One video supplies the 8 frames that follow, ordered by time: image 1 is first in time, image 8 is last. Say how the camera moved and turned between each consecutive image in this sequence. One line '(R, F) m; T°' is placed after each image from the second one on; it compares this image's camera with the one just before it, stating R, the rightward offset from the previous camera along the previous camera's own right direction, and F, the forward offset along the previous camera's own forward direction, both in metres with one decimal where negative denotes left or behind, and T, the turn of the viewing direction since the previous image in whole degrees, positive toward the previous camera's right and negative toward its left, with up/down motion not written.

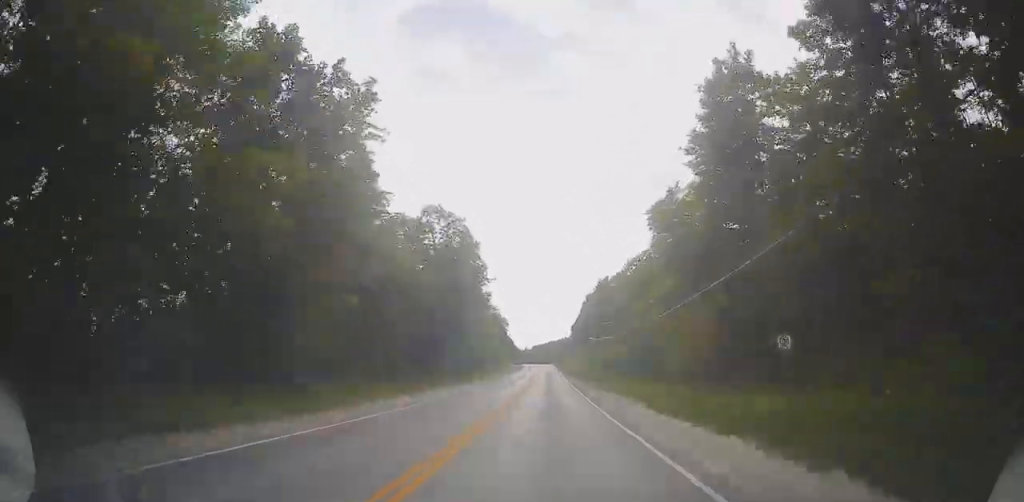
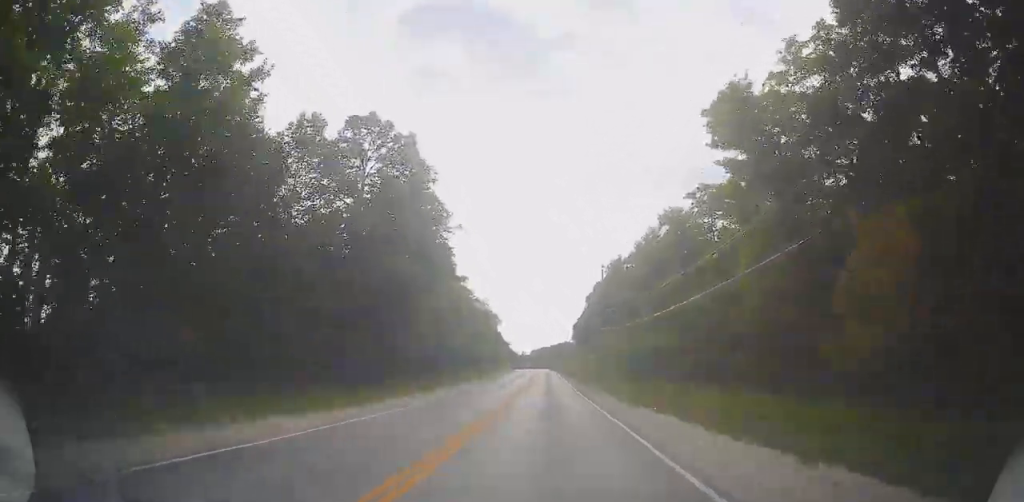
(0.0, +21.3) m; 0°
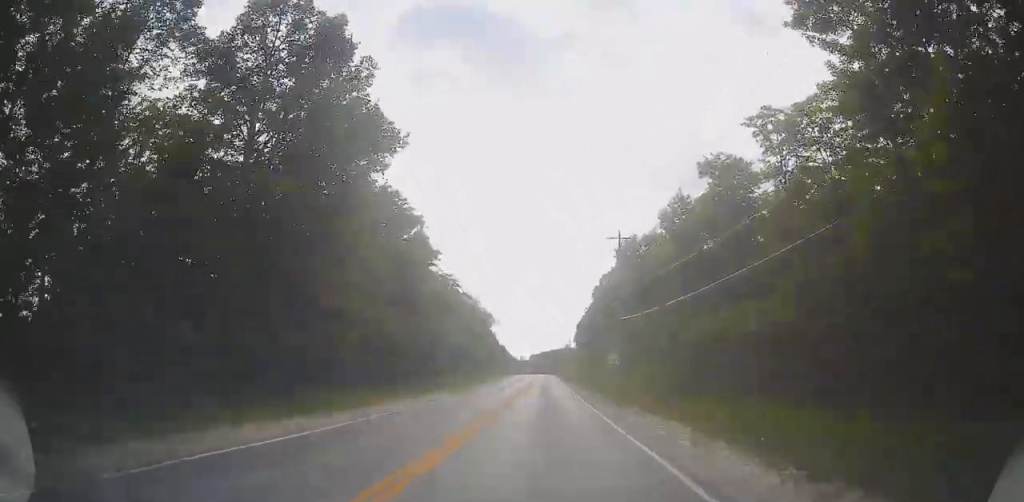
(0.0, +14.2) m; +1°
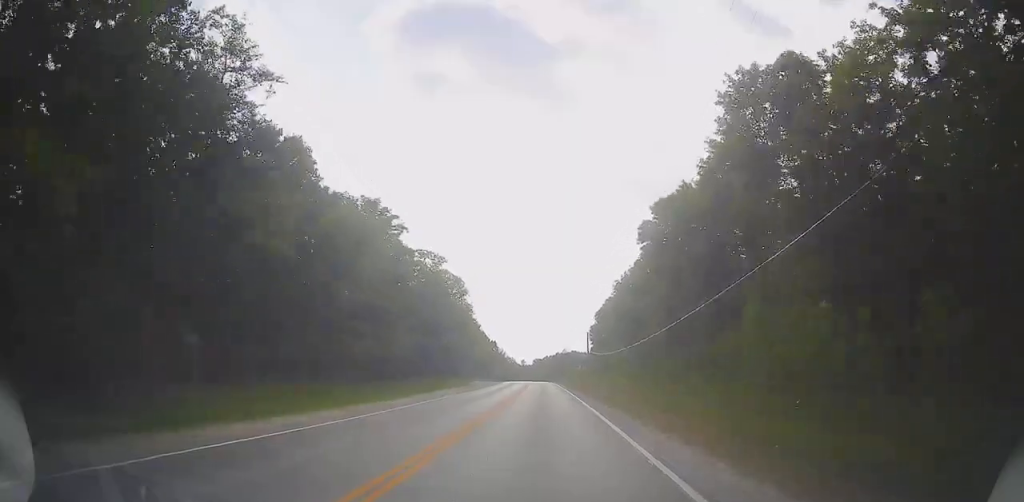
(+0.9, +40.8) m; +2°
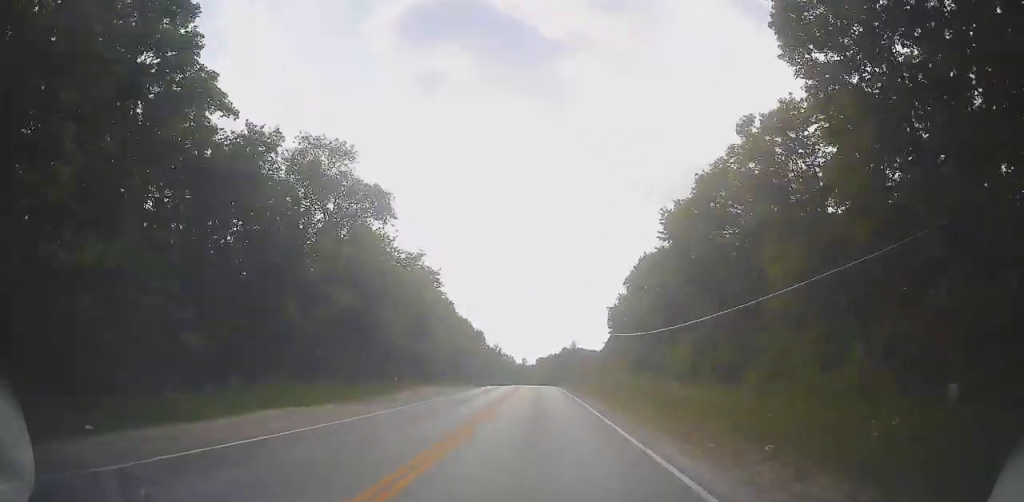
(+0.1, +32.0) m; -1°
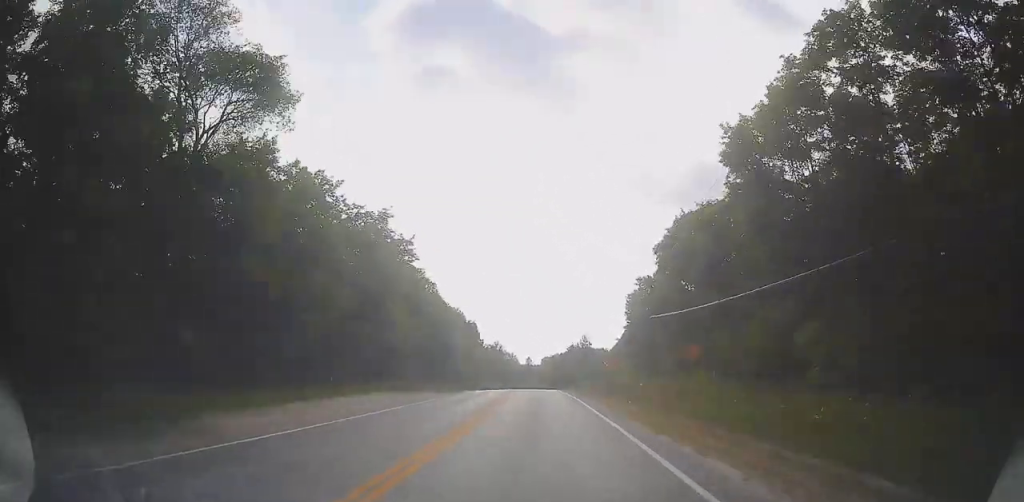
(-0.3, +15.1) m; -2°
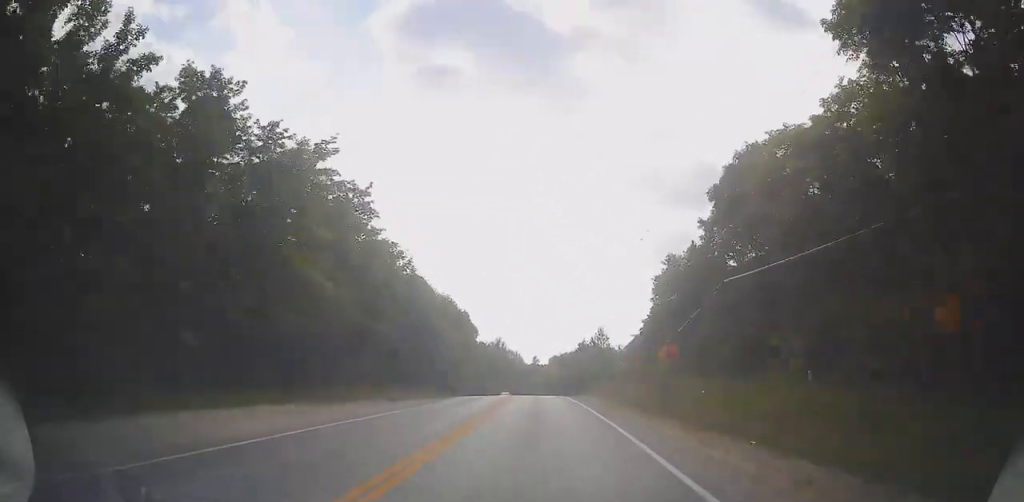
(-0.1, +14.2) m; 0°
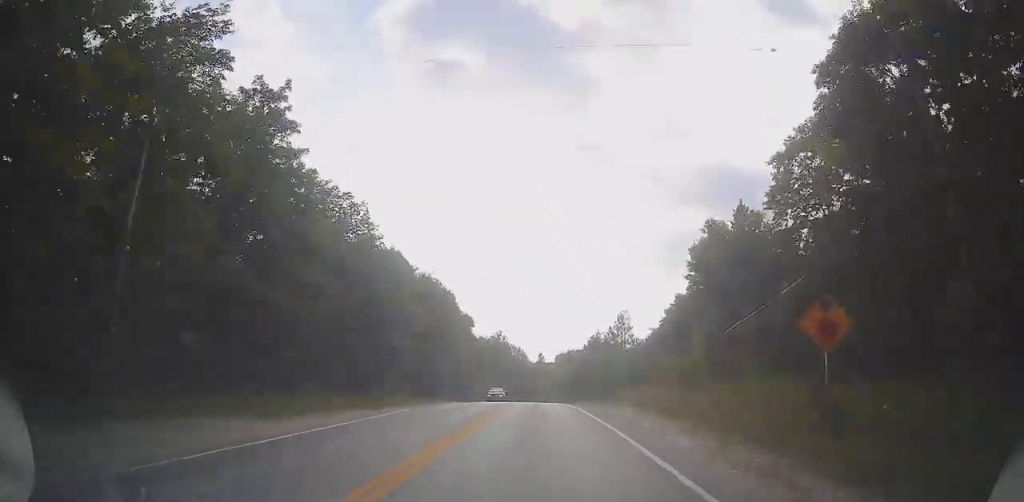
(0.0, +13.9) m; 0°
